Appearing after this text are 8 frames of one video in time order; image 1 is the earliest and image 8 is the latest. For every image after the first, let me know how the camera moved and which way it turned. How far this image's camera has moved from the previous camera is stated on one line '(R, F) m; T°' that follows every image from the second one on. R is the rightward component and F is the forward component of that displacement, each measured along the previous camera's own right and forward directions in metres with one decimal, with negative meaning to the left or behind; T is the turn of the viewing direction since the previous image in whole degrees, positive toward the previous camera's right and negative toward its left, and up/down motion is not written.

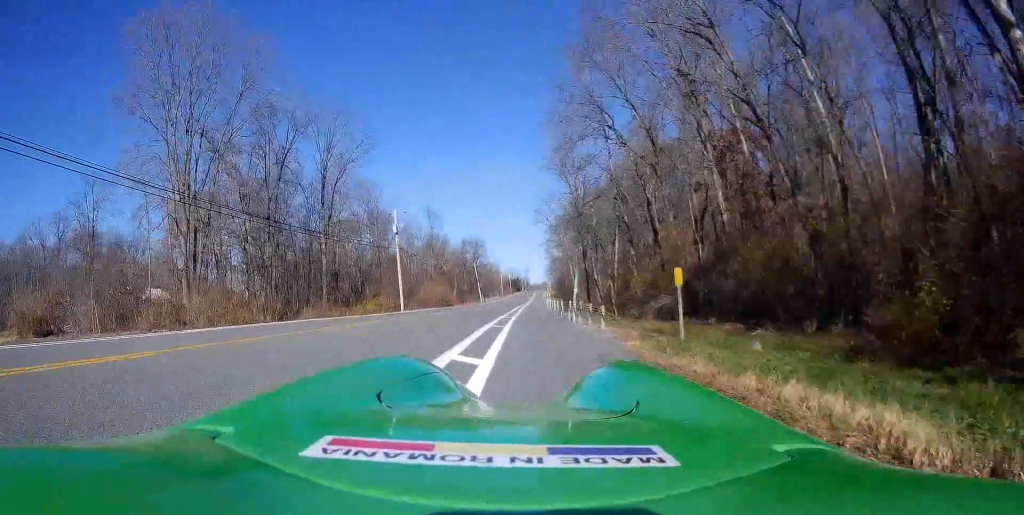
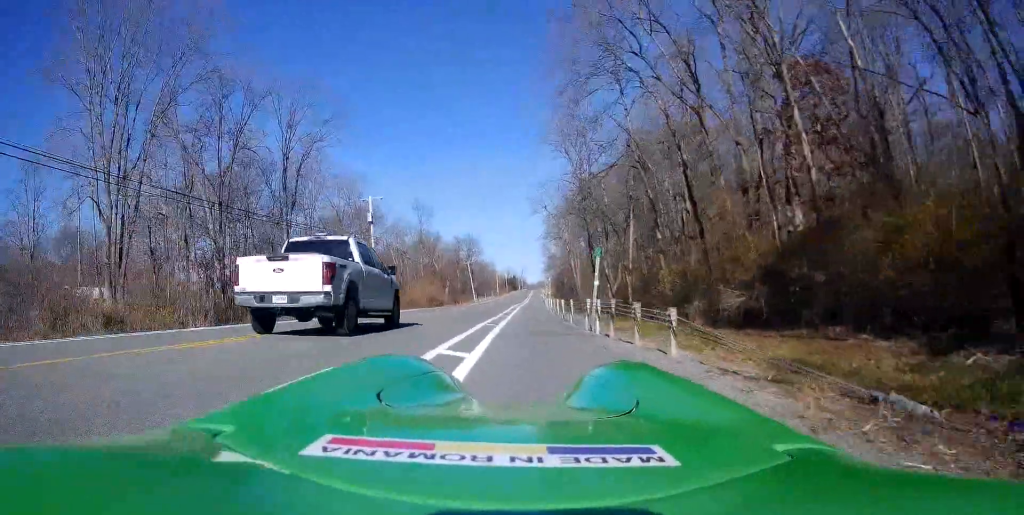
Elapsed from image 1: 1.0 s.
(0.0, +8.8) m; +1°
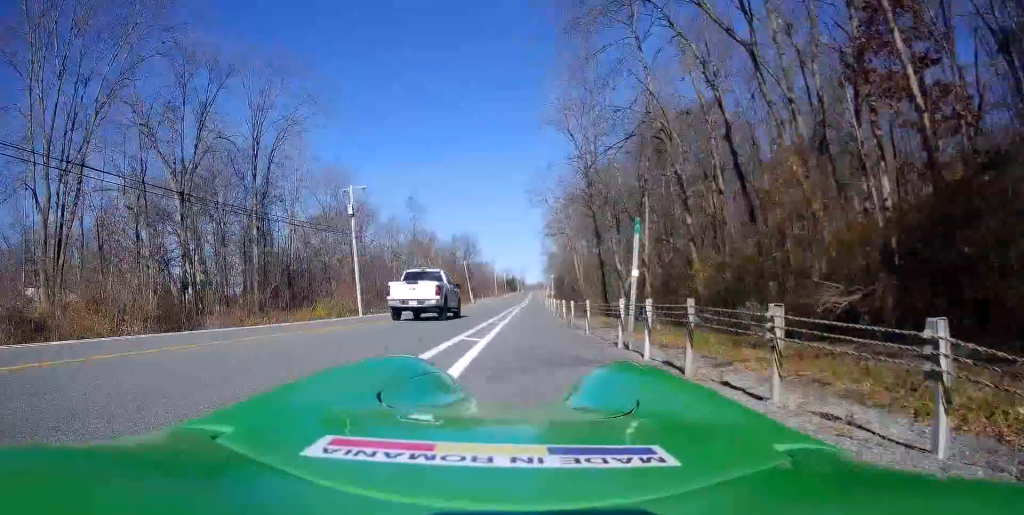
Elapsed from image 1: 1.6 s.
(0.0, +5.8) m; +1°
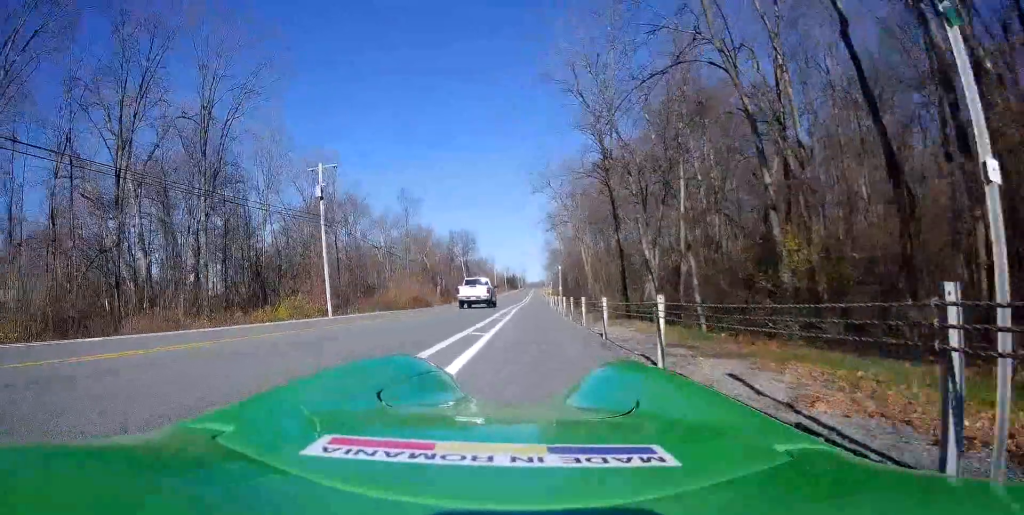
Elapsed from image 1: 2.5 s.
(+0.3, +8.1) m; 0°
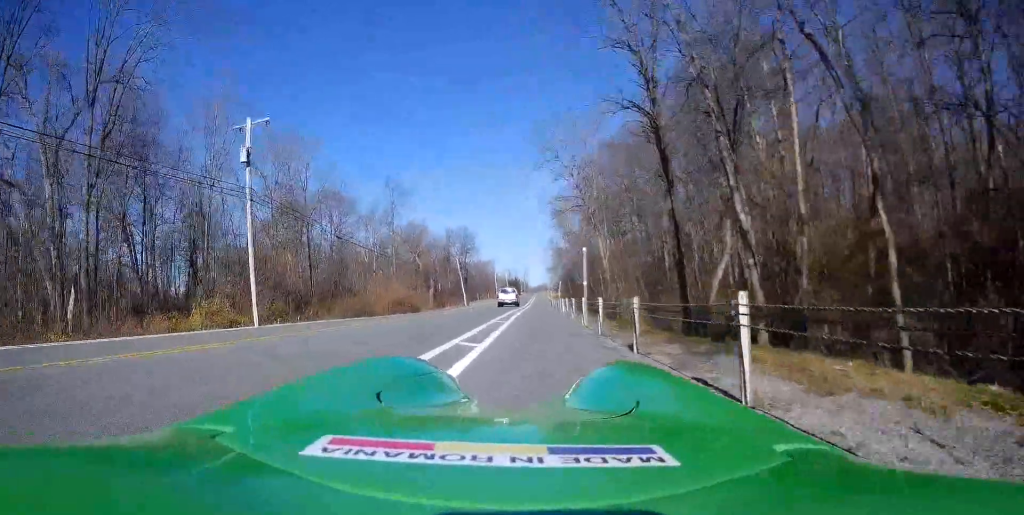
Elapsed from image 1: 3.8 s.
(-0.4, +11.9) m; -2°
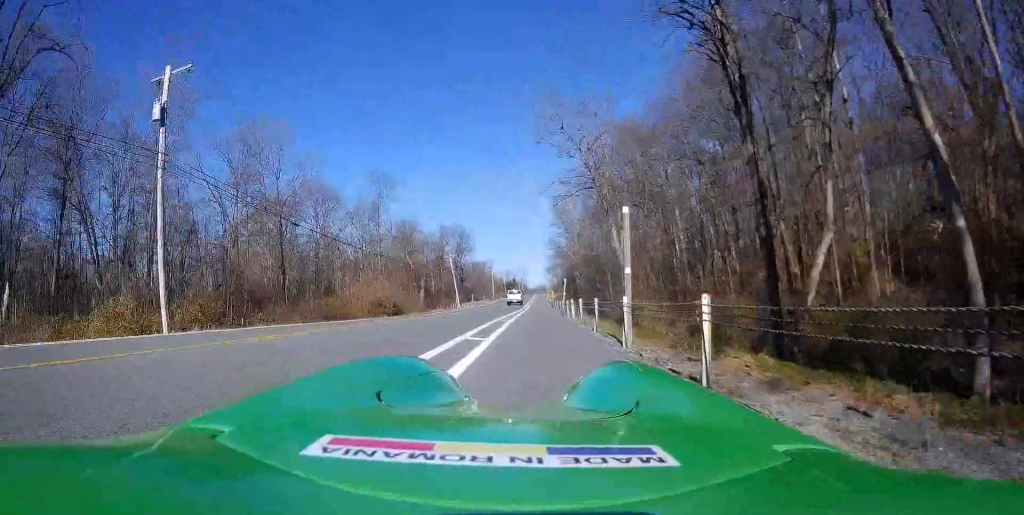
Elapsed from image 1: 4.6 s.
(0.0, +8.1) m; +2°
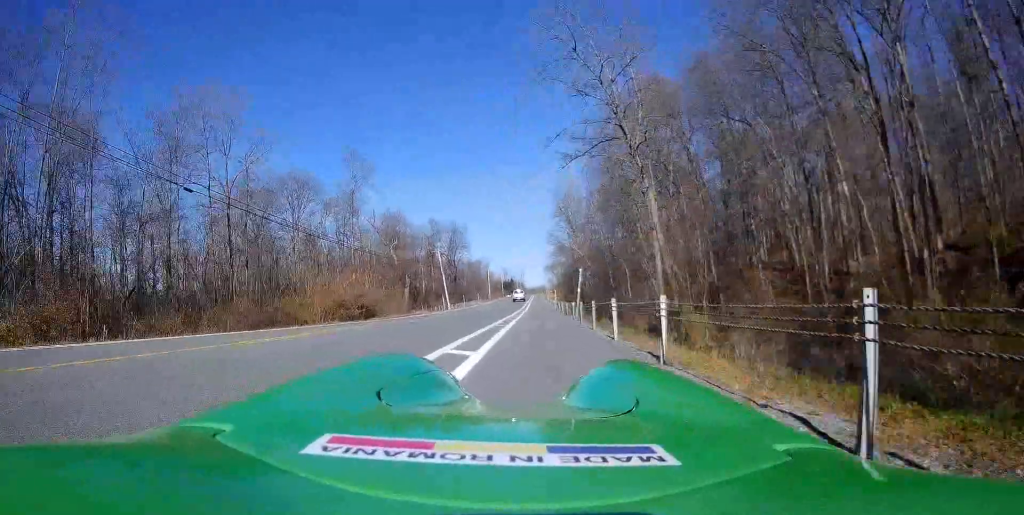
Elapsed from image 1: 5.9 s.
(+0.5, +11.8) m; +1°
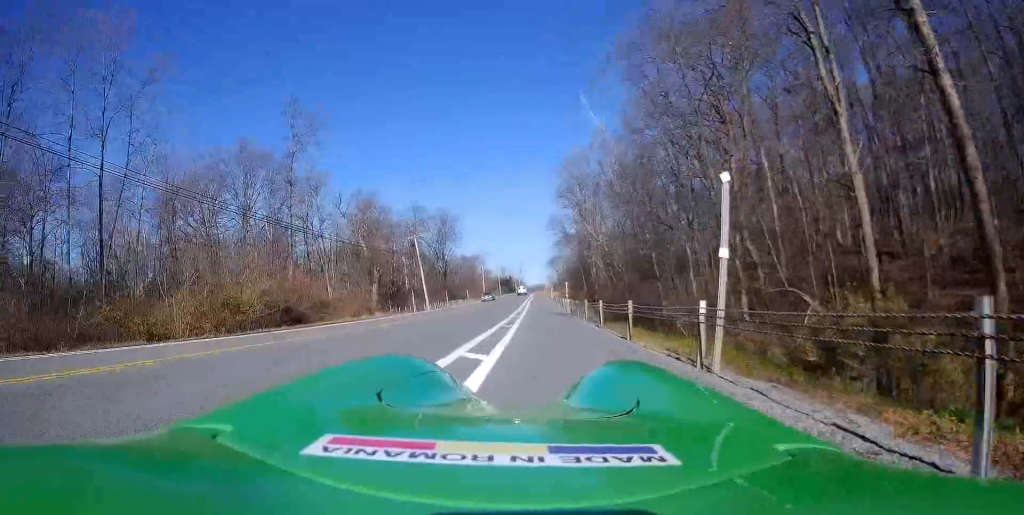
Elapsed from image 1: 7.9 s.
(-0.5, +19.3) m; -1°
